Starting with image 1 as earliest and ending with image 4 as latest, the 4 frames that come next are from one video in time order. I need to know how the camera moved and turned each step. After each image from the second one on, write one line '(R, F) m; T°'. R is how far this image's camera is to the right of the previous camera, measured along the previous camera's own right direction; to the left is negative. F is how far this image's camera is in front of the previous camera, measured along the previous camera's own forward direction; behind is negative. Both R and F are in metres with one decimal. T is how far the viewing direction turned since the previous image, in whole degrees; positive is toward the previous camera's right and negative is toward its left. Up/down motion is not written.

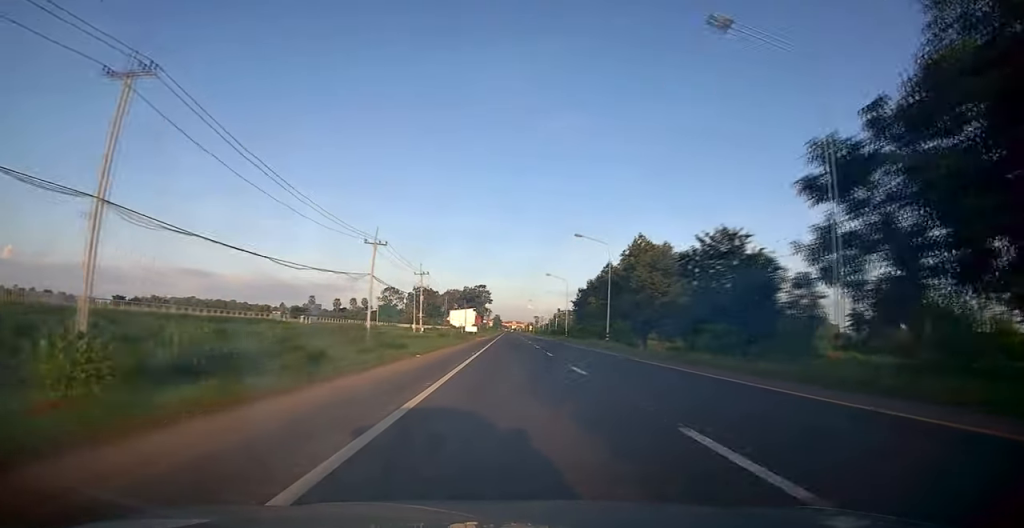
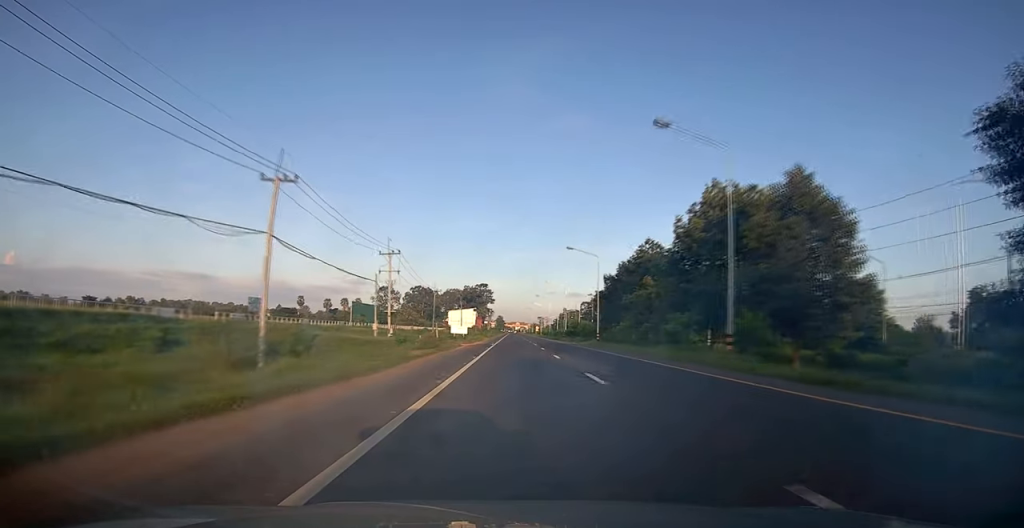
(+0.1, +26.3) m; +1°
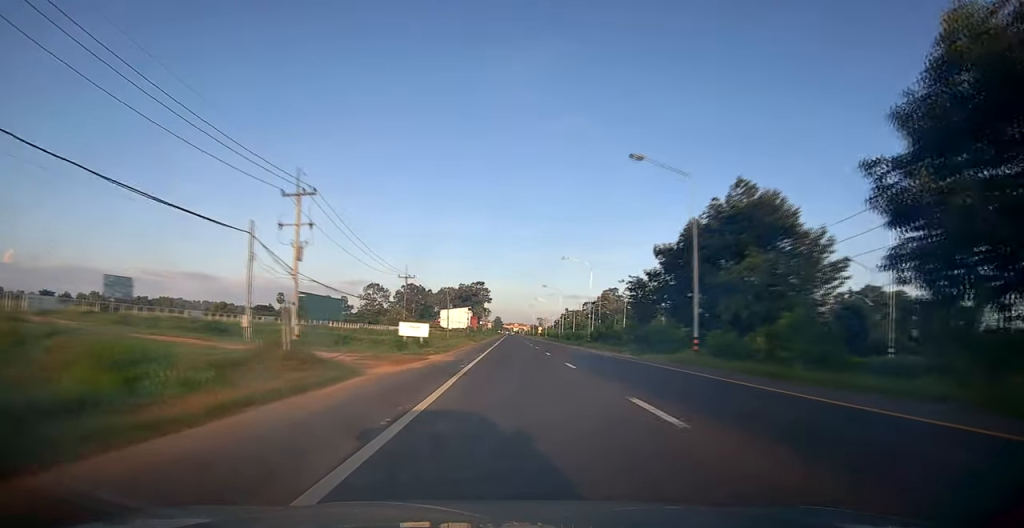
(0.0, +29.3) m; 0°
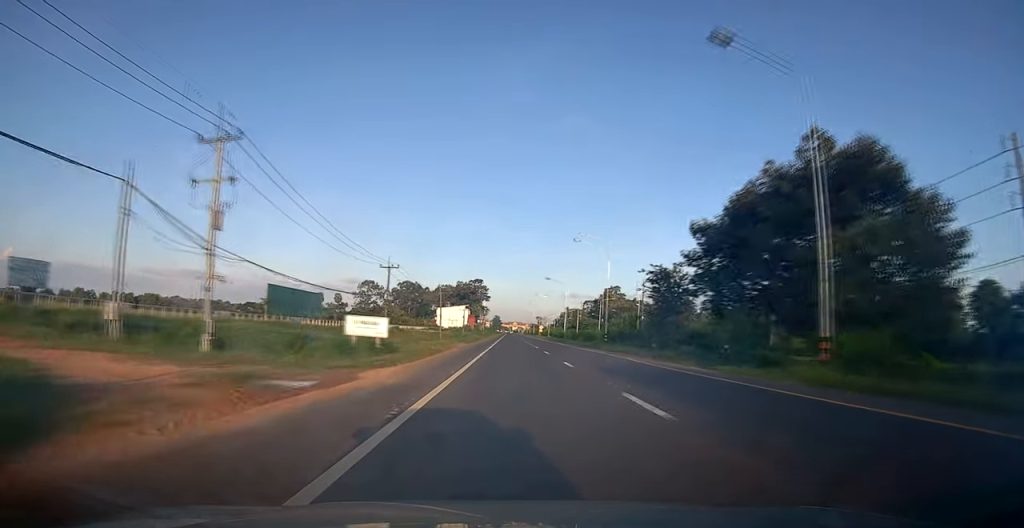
(0.0, +11.3) m; 0°
